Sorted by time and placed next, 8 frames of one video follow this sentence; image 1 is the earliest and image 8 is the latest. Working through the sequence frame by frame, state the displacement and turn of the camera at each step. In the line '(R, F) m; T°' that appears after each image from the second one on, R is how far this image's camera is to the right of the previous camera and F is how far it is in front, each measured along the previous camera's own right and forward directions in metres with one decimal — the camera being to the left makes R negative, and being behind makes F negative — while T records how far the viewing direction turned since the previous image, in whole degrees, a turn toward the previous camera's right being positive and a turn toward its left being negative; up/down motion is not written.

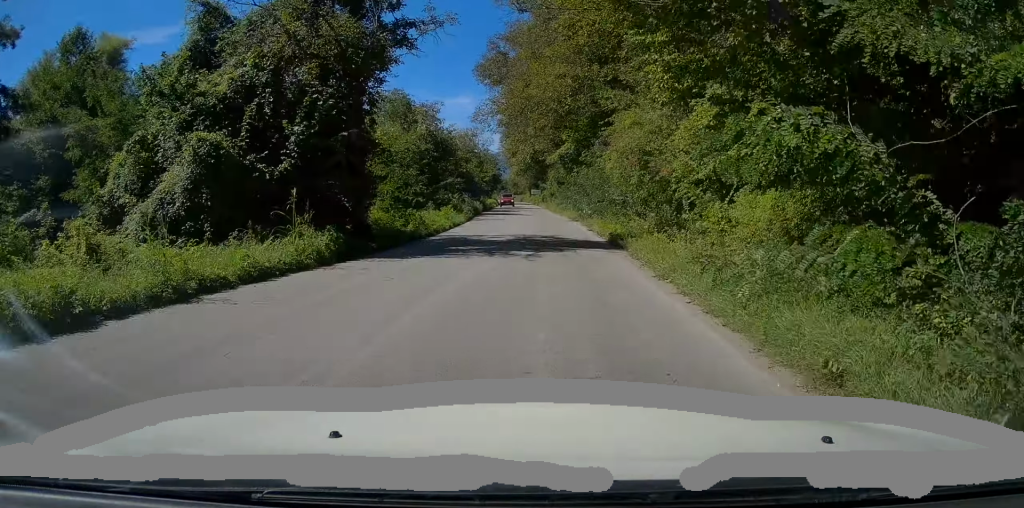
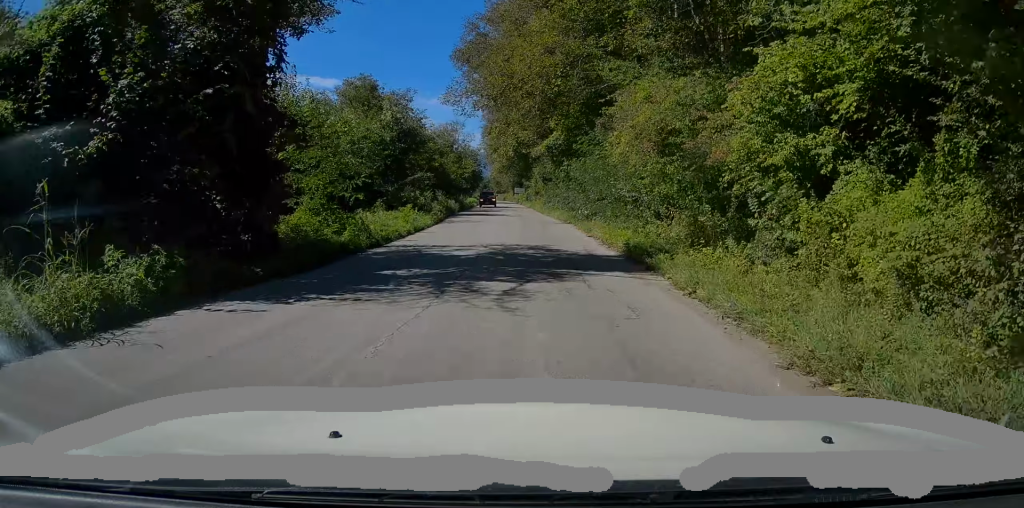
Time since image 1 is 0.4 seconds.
(+0.1, +6.3) m; +1°
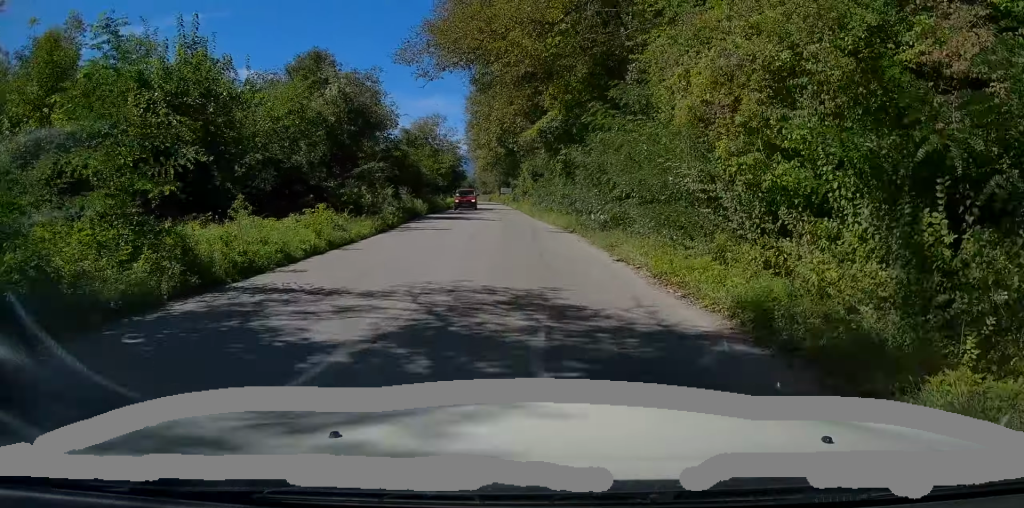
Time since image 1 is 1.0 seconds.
(-0.1, +8.8) m; +2°
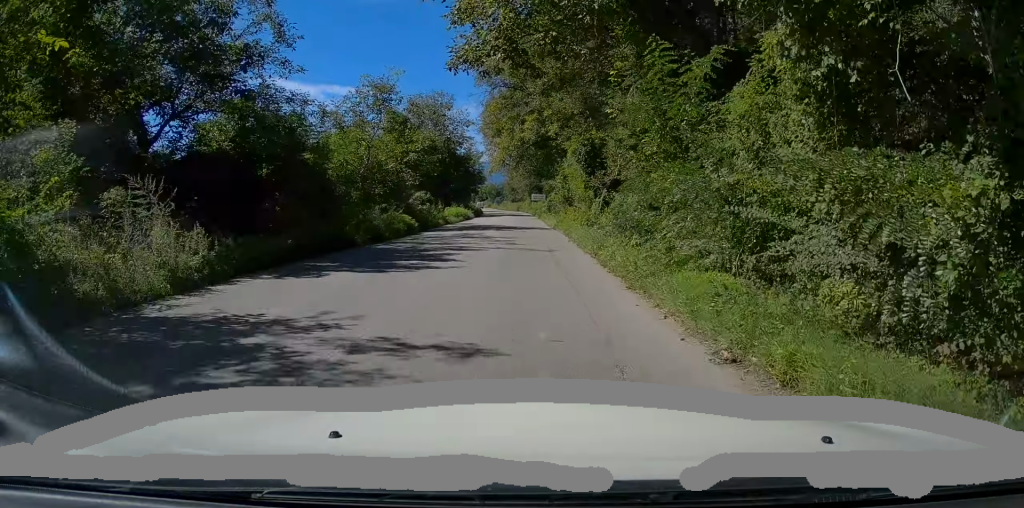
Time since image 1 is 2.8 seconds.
(+1.0, +26.8) m; 0°
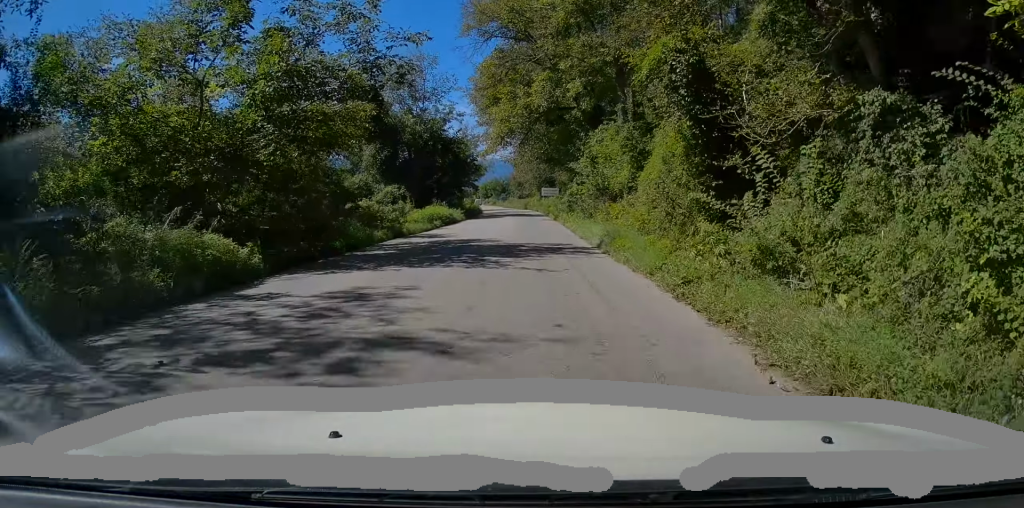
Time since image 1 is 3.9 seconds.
(-0.6, +17.3) m; -4°
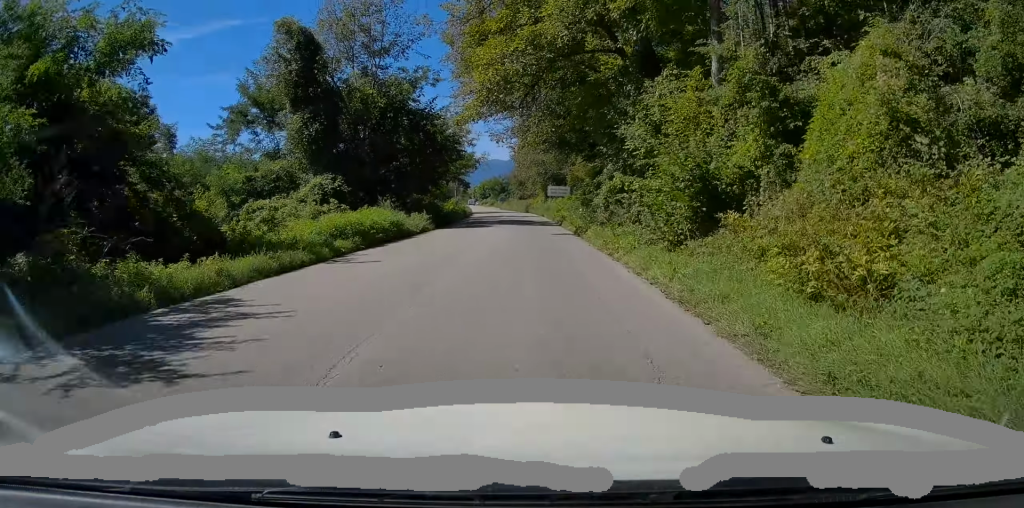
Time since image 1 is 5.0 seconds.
(-0.4, +16.8) m; -1°
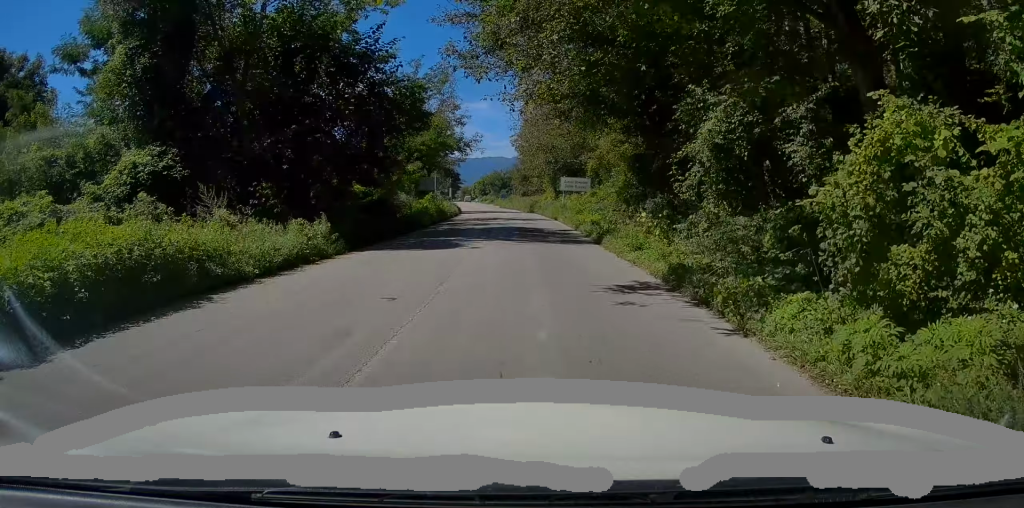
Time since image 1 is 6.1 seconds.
(+0.3, +15.7) m; +1°
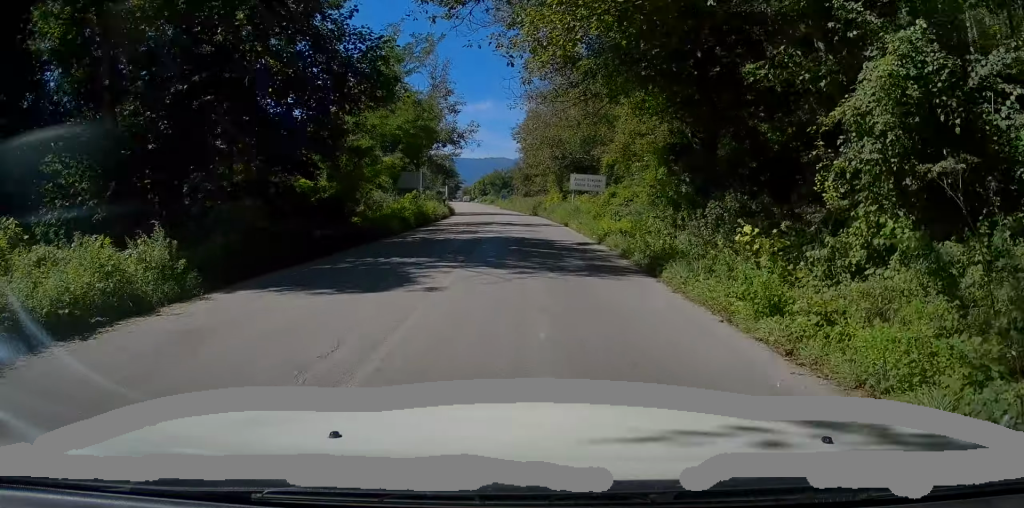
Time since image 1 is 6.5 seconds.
(0.0, +7.0) m; 0°
